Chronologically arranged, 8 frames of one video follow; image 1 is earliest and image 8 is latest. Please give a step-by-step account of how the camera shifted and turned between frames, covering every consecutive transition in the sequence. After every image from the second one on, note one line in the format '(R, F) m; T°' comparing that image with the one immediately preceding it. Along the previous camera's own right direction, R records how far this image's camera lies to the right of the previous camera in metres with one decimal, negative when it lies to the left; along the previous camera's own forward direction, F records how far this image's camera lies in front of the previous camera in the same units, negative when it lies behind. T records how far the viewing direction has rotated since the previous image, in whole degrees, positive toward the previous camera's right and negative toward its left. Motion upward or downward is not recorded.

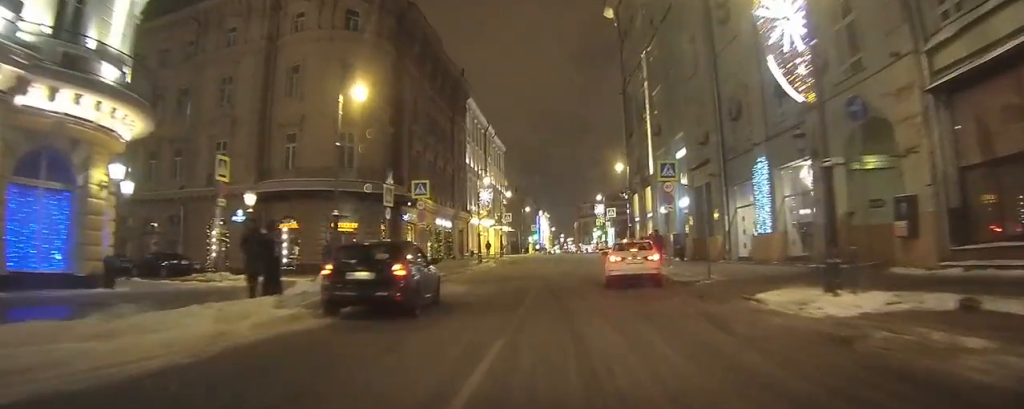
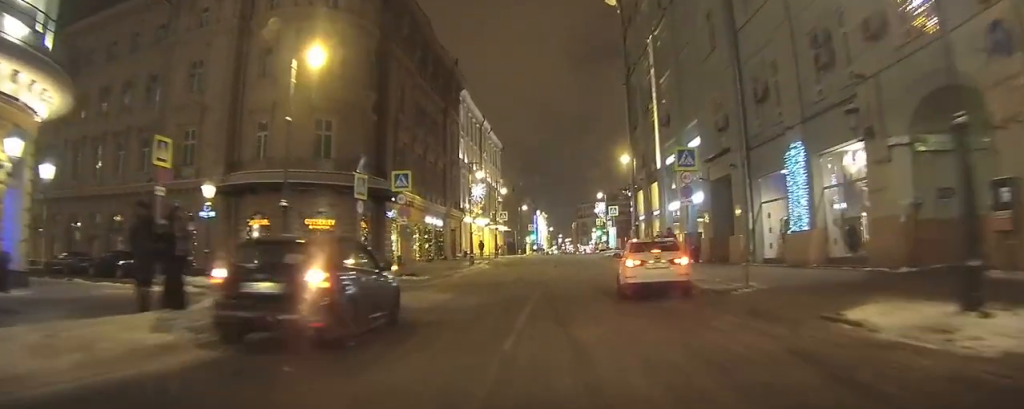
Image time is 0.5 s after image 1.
(+0.1, +3.4) m; -2°
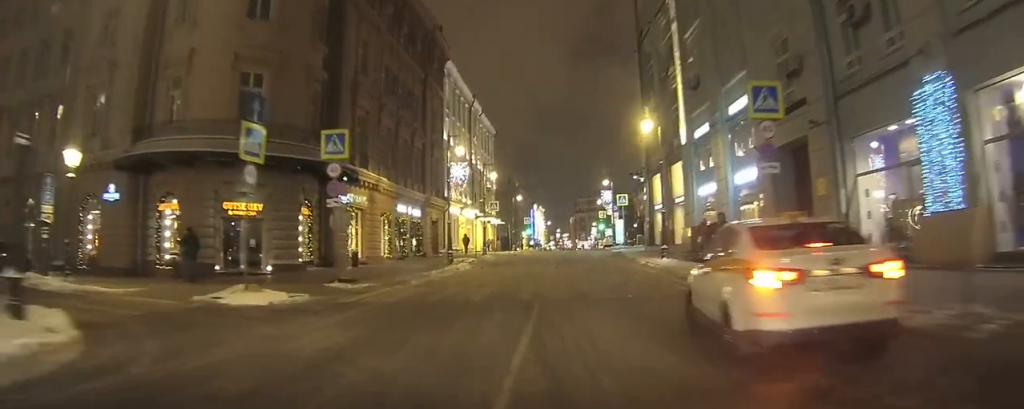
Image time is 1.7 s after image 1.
(-0.6, +7.2) m; -4°
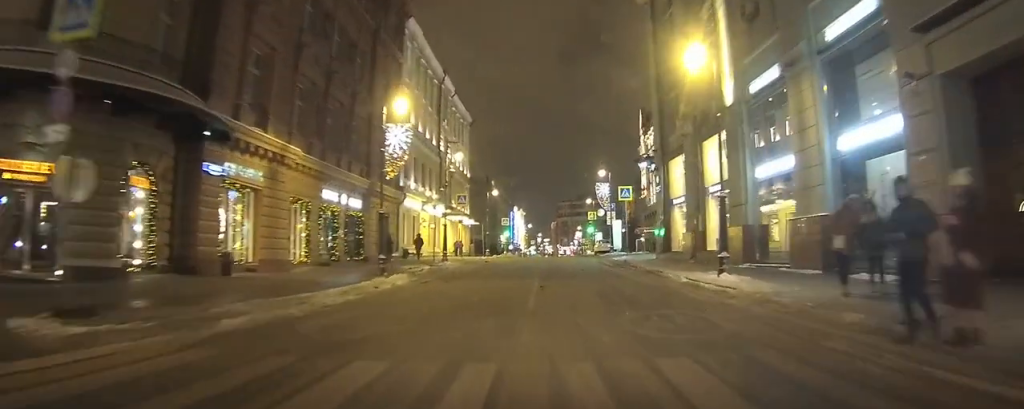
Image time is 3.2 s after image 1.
(+0.4, +9.1) m; +4°
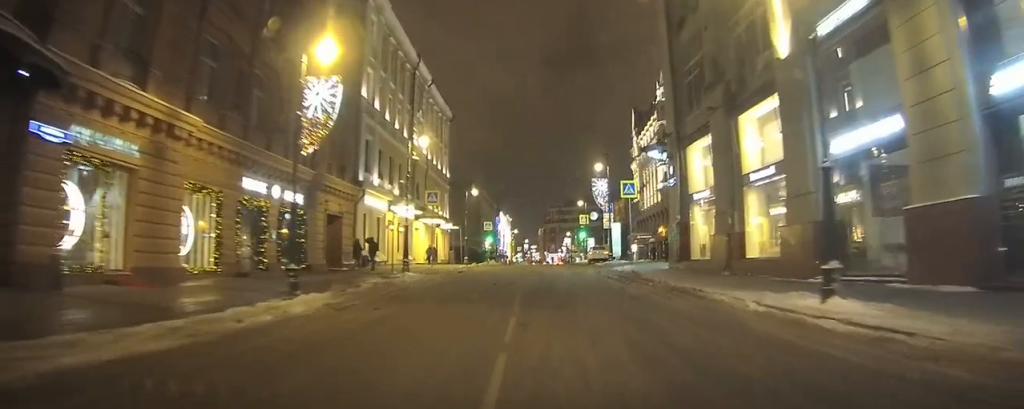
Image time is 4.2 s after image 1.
(0.0, +5.7) m; 0°
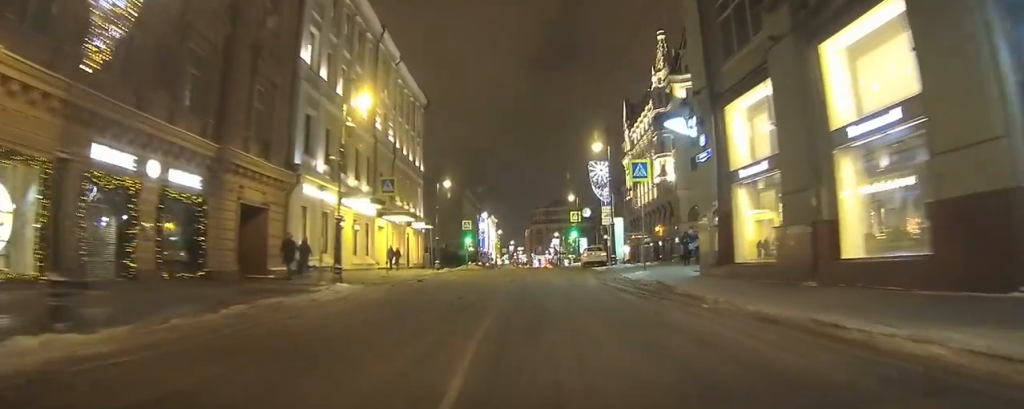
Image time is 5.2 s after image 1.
(0.0, +6.4) m; -1°
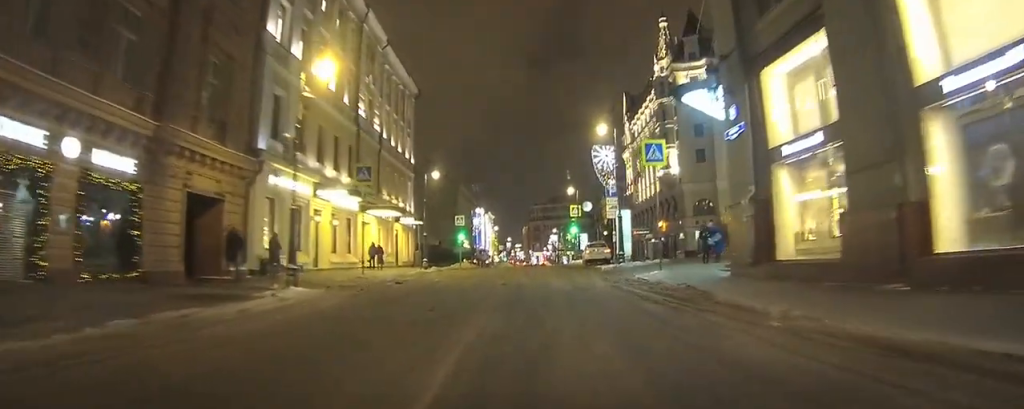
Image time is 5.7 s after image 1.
(0.0, +3.0) m; -1°
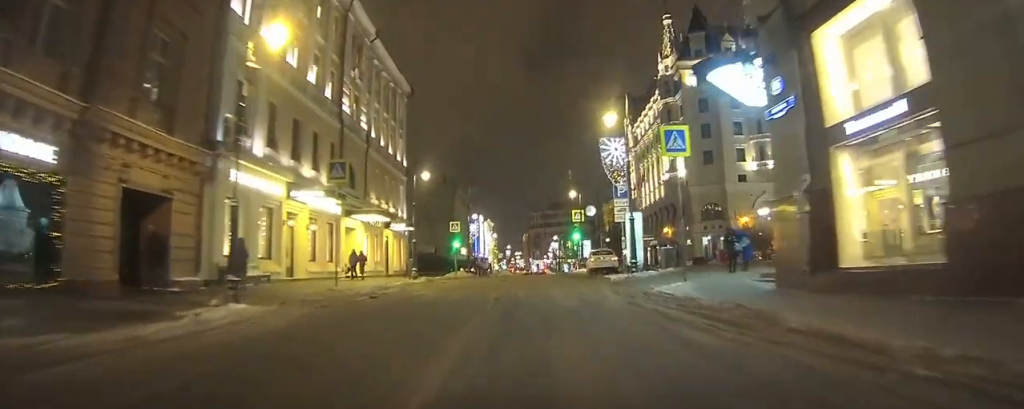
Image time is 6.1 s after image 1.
(0.0, +2.9) m; -1°
